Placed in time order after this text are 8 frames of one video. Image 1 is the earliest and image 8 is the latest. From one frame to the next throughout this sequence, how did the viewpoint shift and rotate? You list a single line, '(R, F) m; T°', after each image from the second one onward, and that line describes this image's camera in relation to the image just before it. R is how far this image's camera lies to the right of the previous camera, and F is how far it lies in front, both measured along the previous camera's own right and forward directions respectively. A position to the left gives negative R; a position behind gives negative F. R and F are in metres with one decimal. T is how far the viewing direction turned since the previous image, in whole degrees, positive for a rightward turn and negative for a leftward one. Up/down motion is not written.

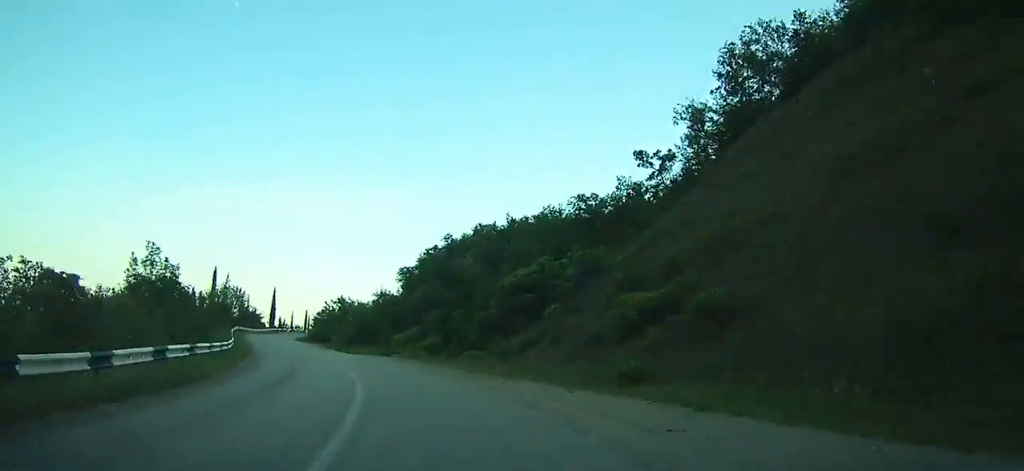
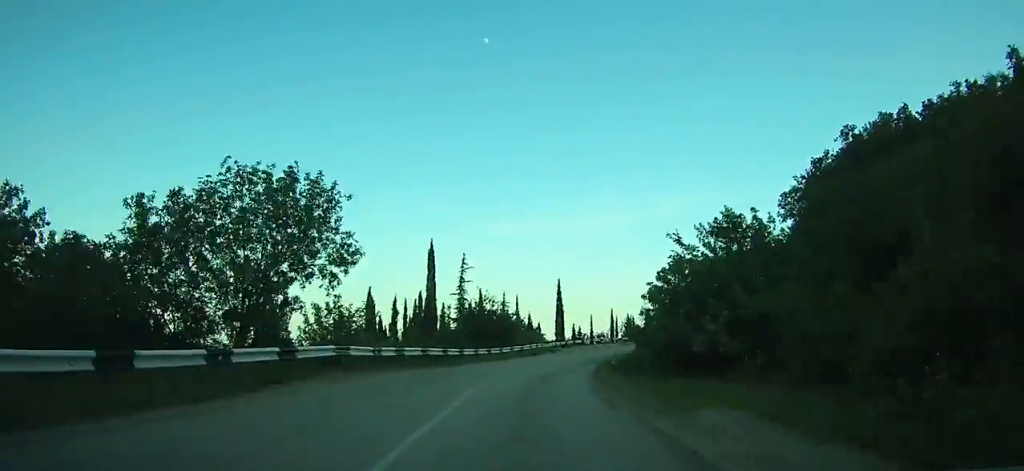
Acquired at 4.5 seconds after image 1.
(-16.5, +56.5) m; -18°
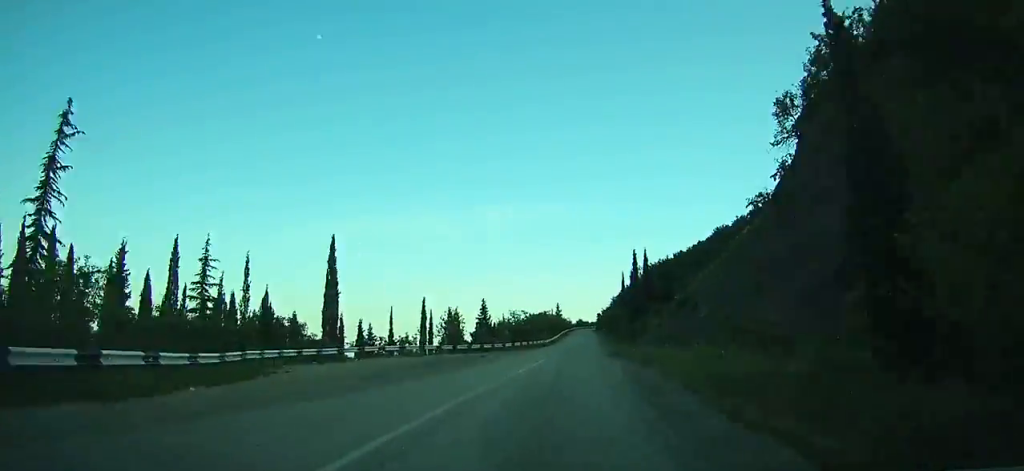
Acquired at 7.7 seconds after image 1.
(+3.8, +46.4) m; +11°
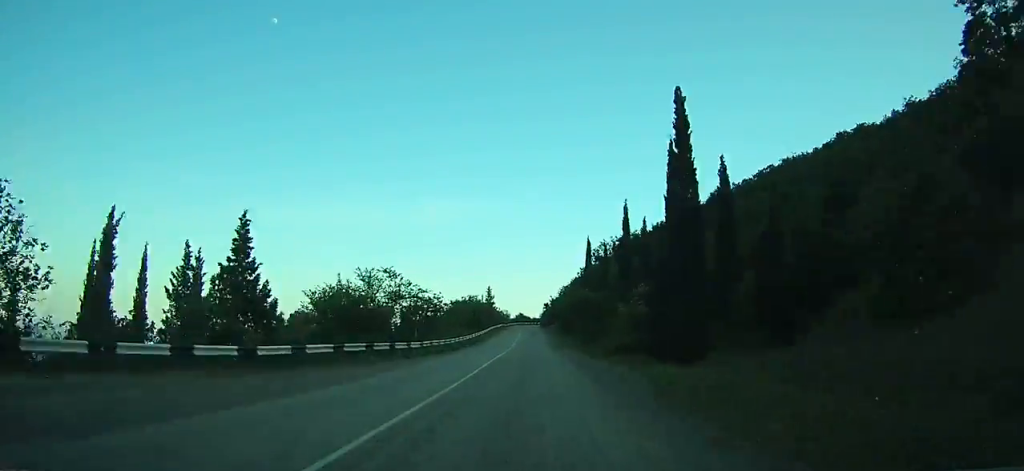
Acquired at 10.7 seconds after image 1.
(+5.2, +46.3) m; +6°
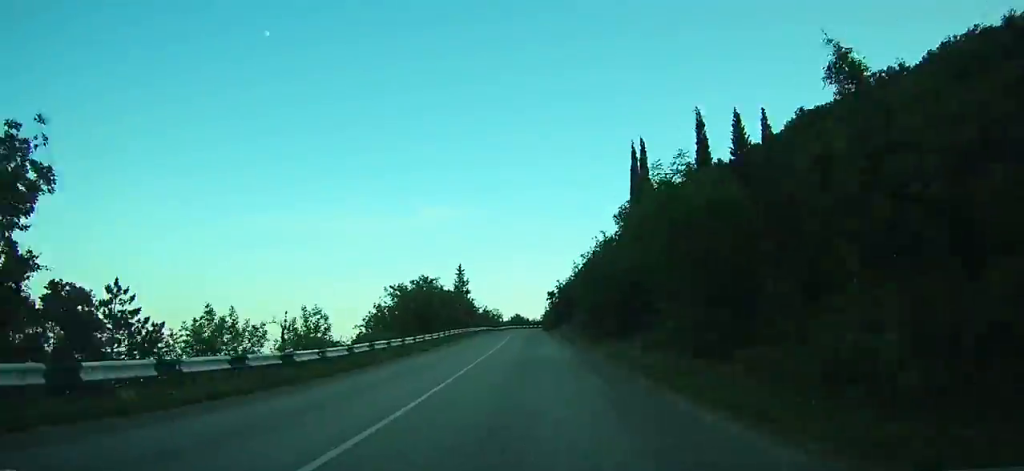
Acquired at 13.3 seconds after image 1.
(+0.1, +42.1) m; 0°
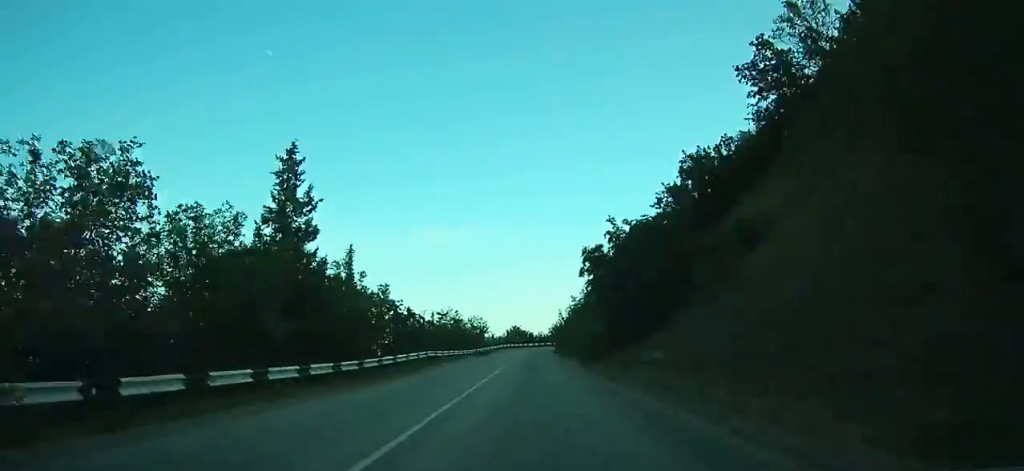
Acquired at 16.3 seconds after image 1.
(-0.3, +48.8) m; 0°
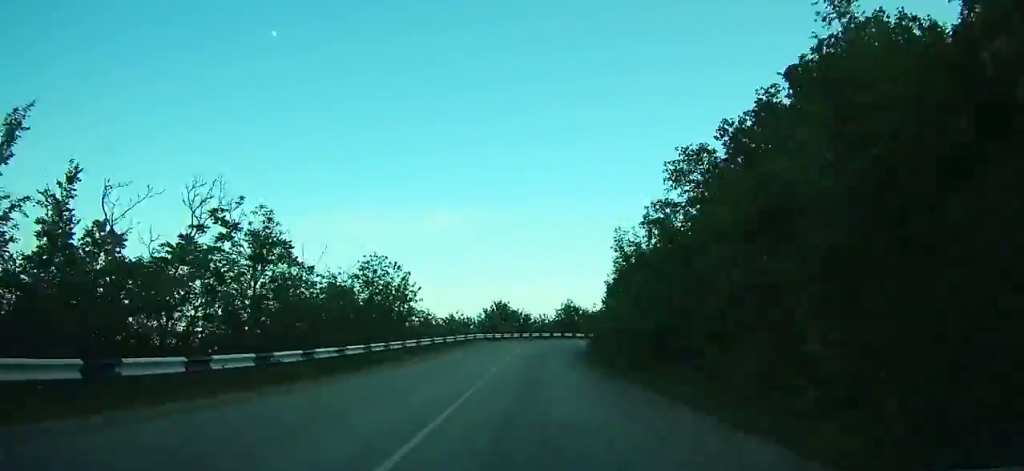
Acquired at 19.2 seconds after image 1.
(+0.2, +45.3) m; +3°
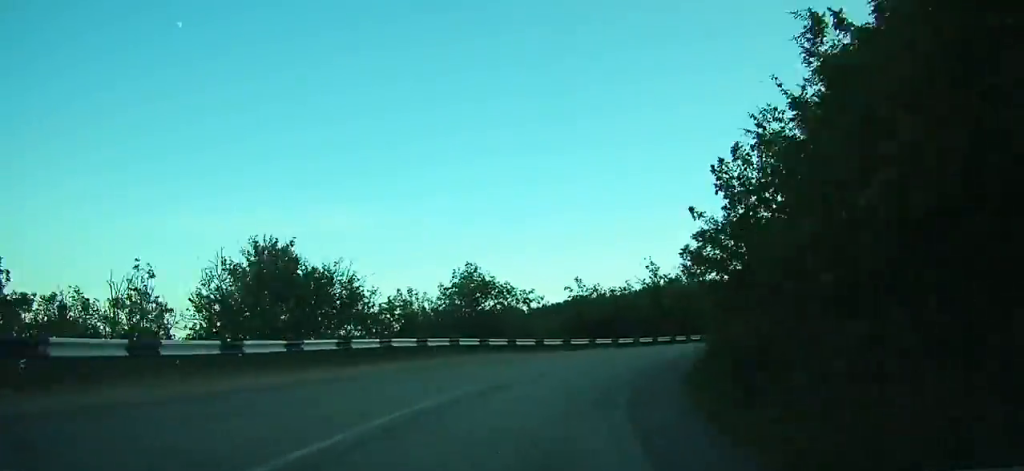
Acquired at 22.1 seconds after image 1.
(+1.9, +41.8) m; +14°
